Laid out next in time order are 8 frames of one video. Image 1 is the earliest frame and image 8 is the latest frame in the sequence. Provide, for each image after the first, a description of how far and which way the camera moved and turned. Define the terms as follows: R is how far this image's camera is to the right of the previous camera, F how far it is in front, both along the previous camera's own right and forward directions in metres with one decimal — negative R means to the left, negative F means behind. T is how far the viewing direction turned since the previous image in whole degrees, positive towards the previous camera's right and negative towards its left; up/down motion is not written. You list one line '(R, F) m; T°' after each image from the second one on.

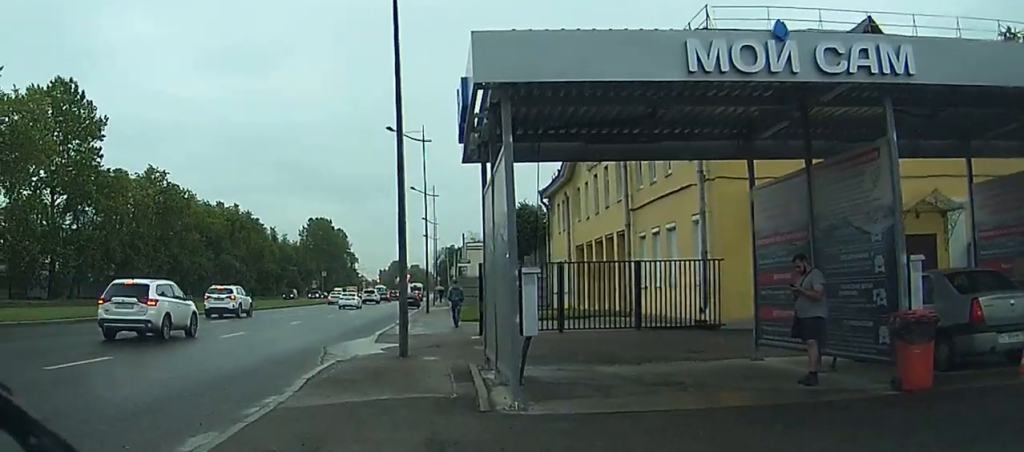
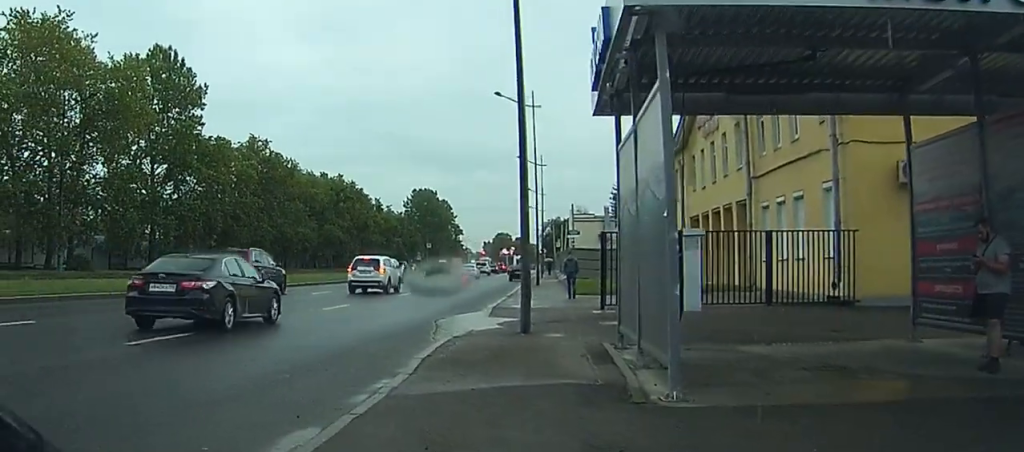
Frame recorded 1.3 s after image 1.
(-0.1, +2.4) m; -8°
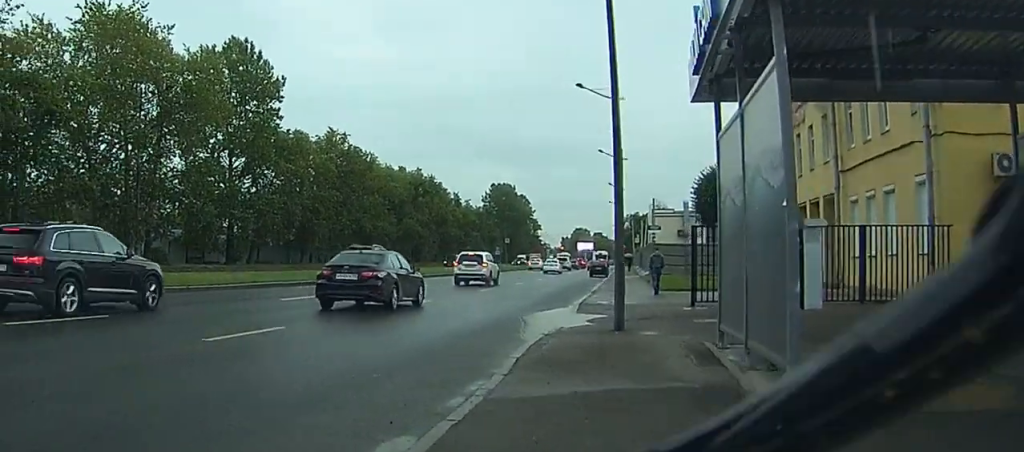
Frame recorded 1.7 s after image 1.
(+0.2, +0.8) m; -8°
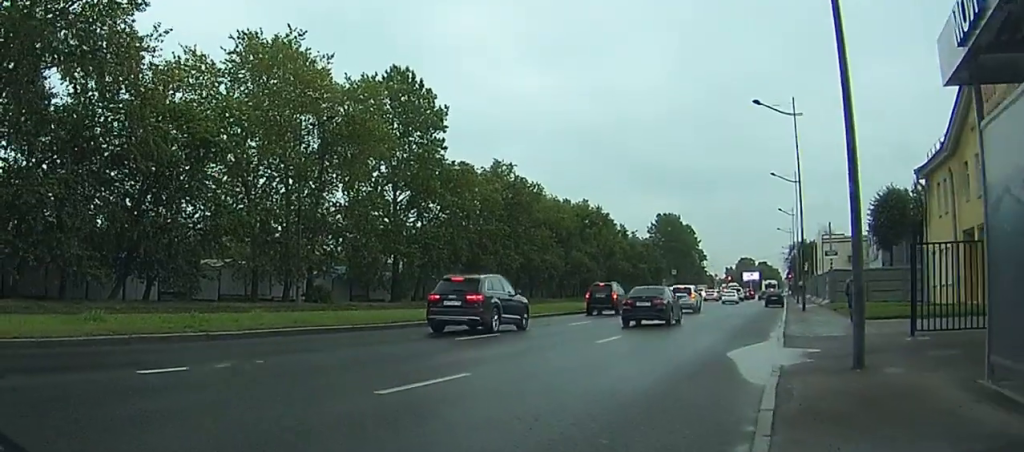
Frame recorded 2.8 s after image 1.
(-0.6, +1.5) m; -13°
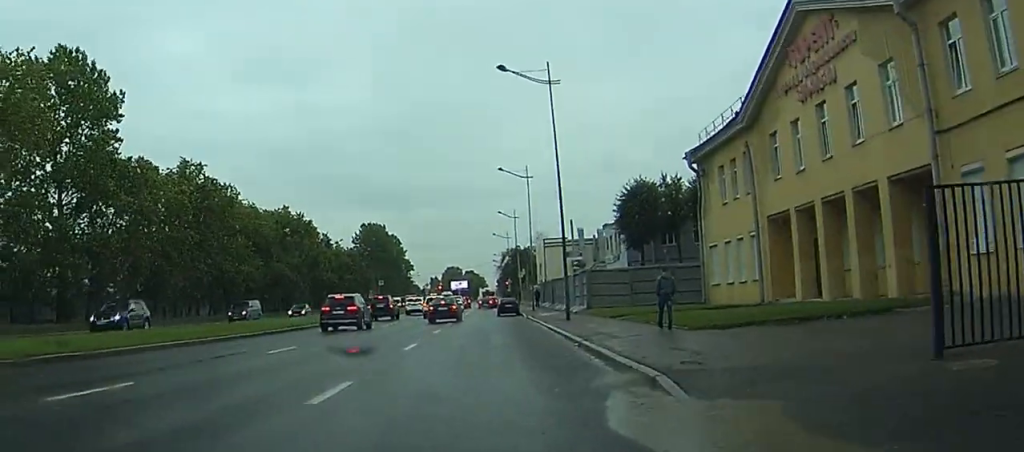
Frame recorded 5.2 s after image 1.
(+2.4, +7.7) m; +29°
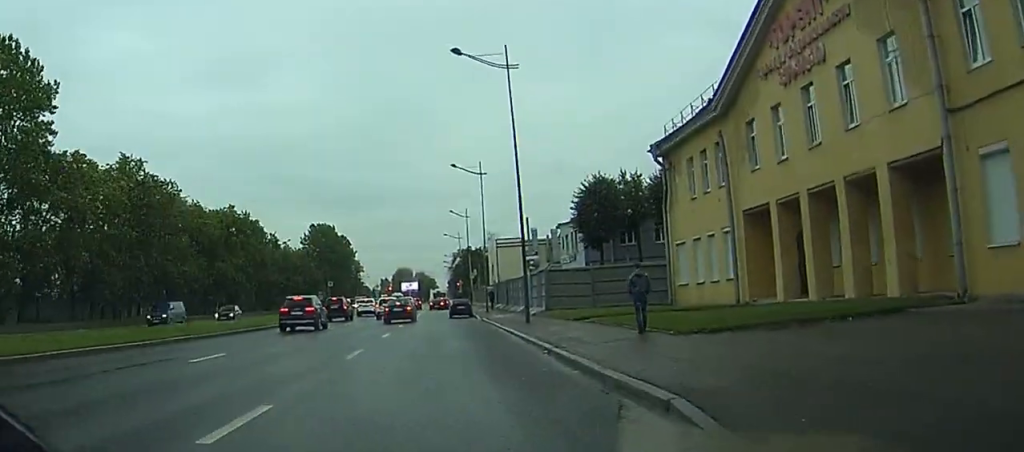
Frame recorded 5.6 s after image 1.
(+0.1, +2.4) m; +5°
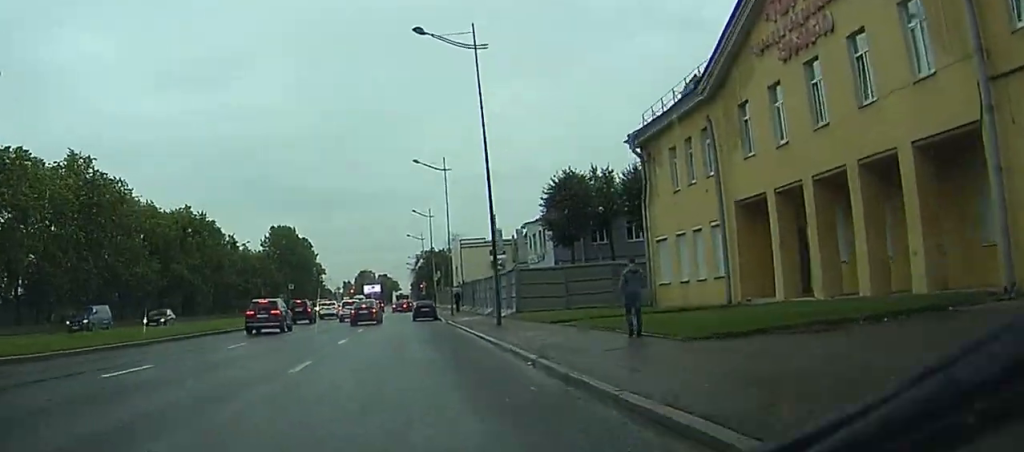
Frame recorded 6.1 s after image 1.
(+0.1, +2.8) m; +3°
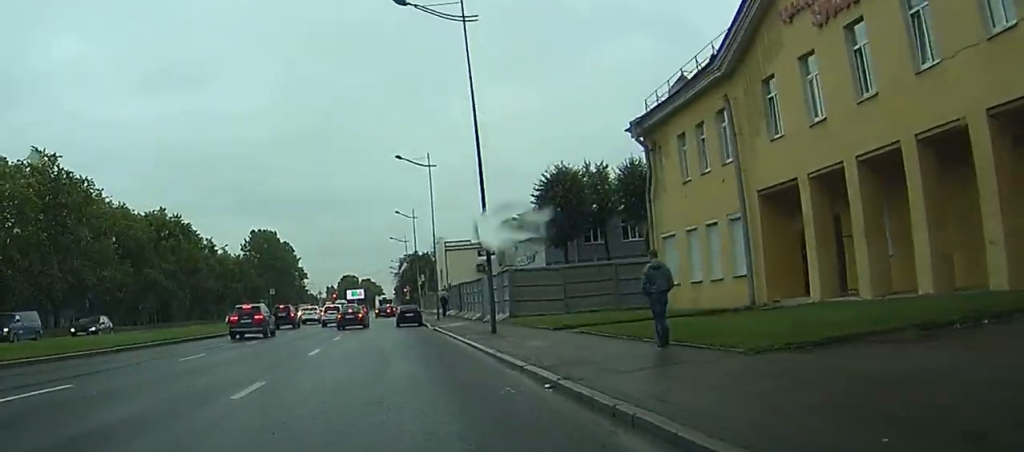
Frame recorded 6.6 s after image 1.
(+0.1, +3.3) m; +2°
